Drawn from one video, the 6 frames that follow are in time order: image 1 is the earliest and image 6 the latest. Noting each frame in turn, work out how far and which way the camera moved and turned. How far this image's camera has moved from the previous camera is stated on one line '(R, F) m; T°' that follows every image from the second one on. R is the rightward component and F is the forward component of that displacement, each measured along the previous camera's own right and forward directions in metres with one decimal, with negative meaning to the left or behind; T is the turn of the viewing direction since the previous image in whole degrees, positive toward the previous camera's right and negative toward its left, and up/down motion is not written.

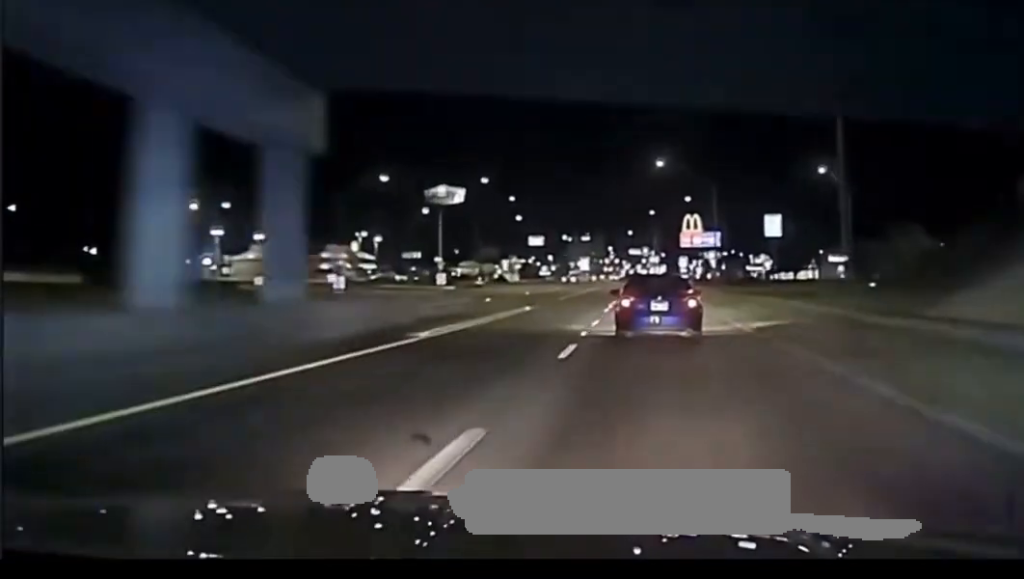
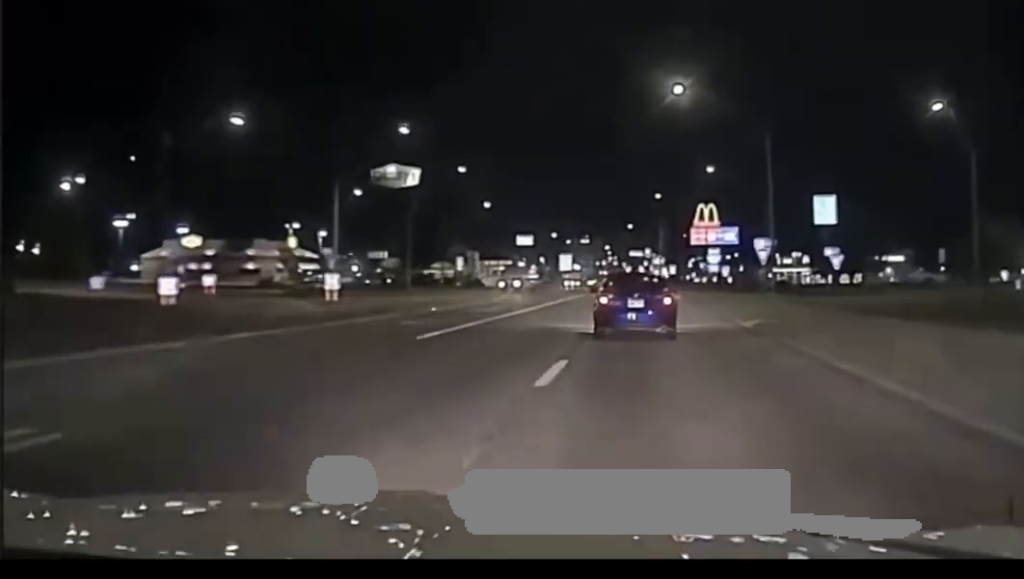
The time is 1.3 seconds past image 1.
(+0.2, +42.1) m; -1°
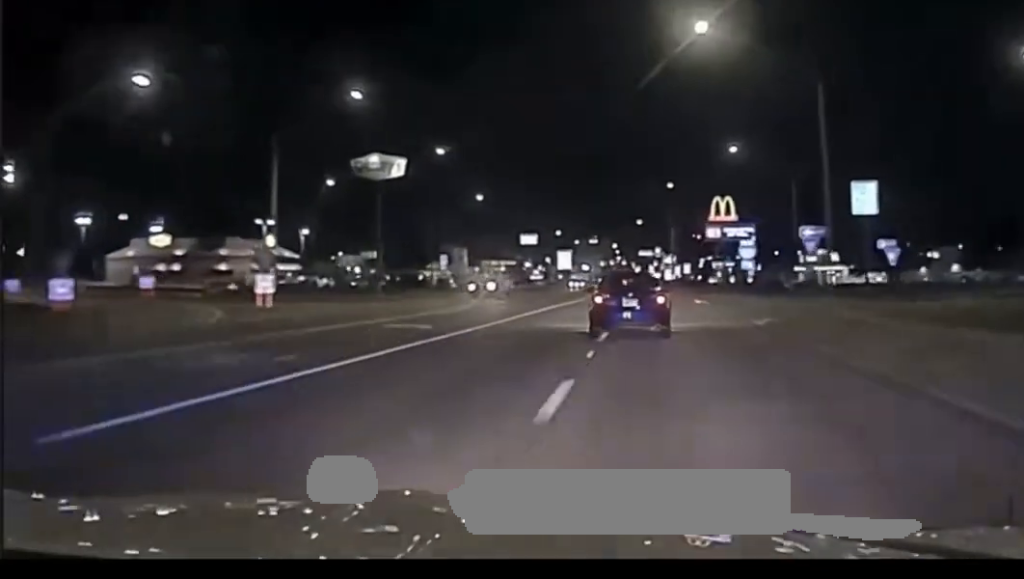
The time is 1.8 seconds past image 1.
(-0.3, +16.6) m; -1°
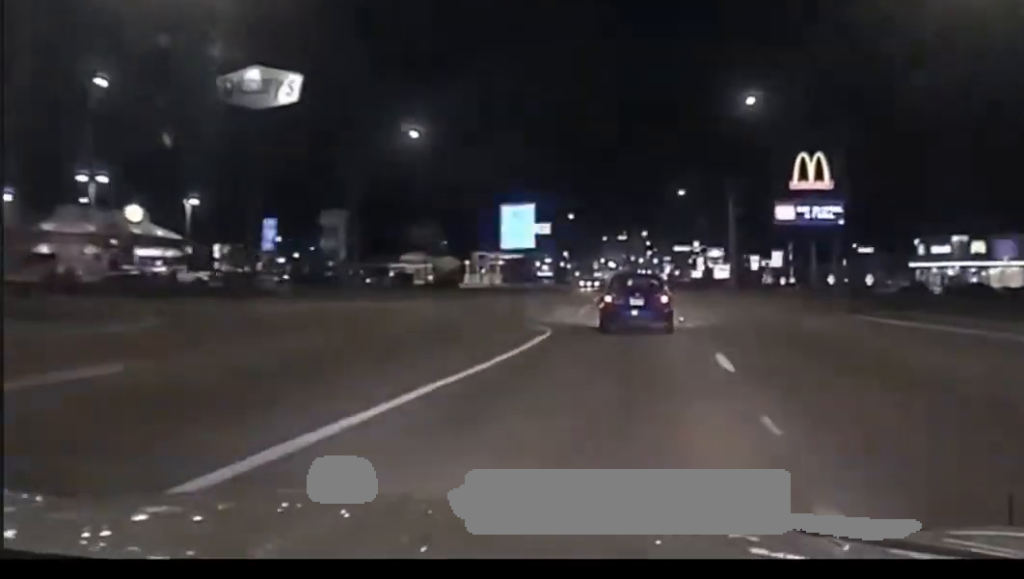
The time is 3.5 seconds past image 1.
(-1.7, +64.2) m; -2°
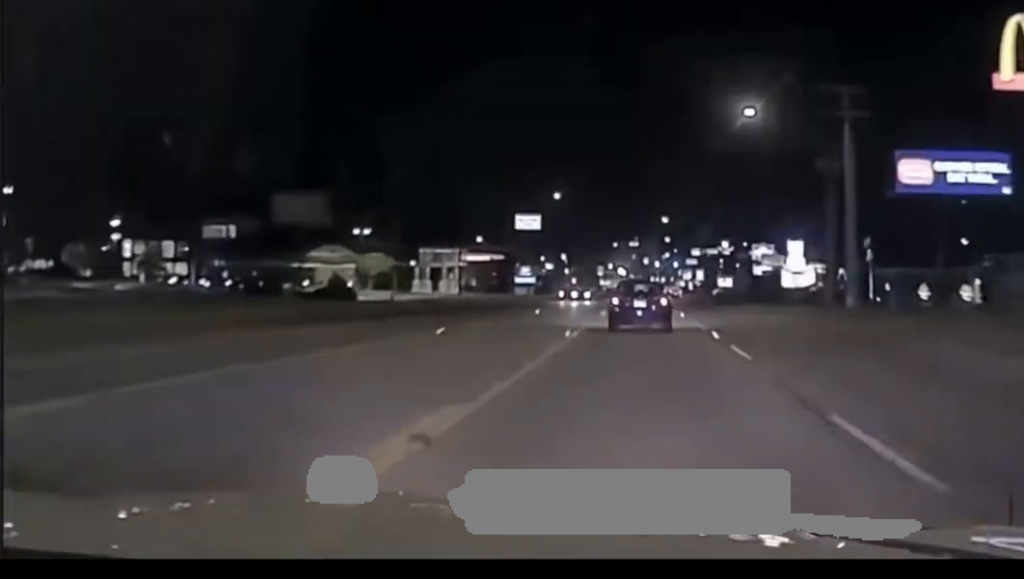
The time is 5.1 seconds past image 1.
(+0.3, +55.2) m; 0°
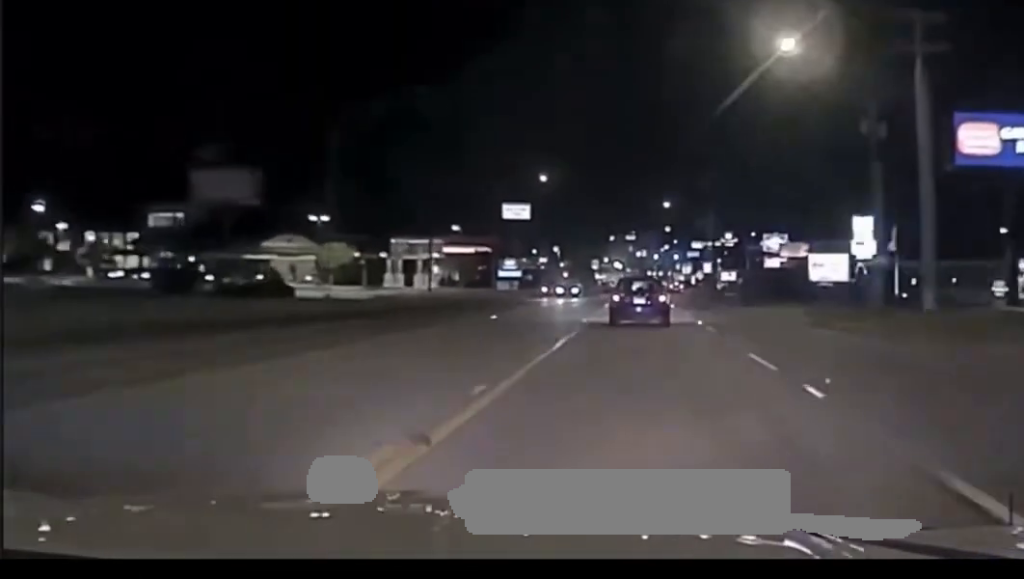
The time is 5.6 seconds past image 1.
(0.0, +13.4) m; 0°
